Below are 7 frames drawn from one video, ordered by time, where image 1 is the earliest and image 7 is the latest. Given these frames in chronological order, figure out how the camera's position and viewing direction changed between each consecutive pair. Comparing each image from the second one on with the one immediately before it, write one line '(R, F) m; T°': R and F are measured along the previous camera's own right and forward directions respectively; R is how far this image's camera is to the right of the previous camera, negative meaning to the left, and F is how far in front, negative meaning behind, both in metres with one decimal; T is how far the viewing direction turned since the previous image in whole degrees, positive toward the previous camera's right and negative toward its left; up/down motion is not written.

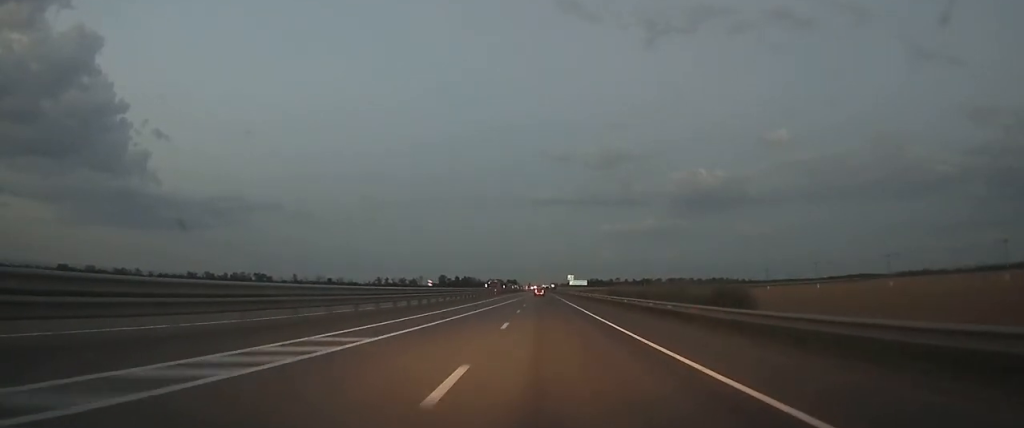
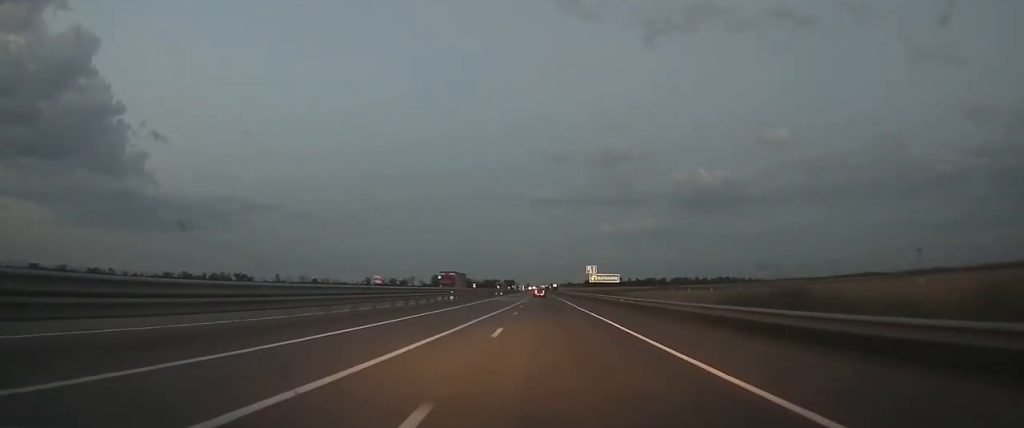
(+0.1, +50.8) m; 0°
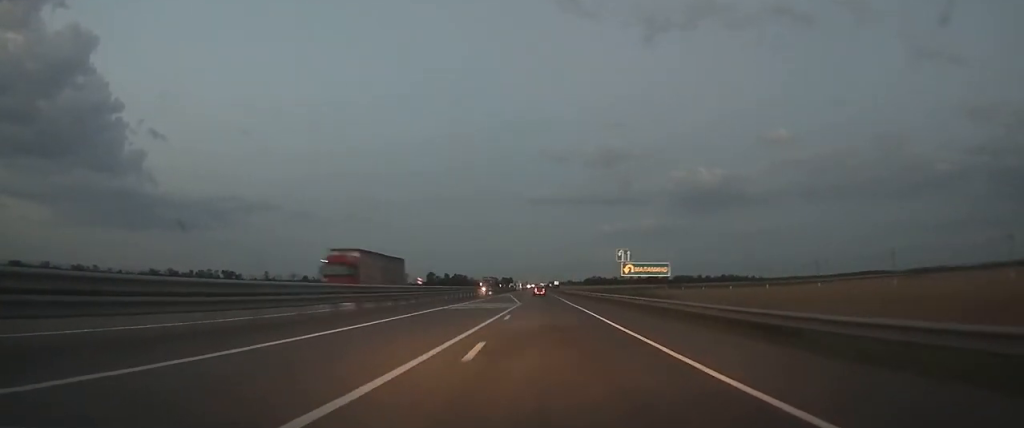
(0.0, +28.7) m; 0°
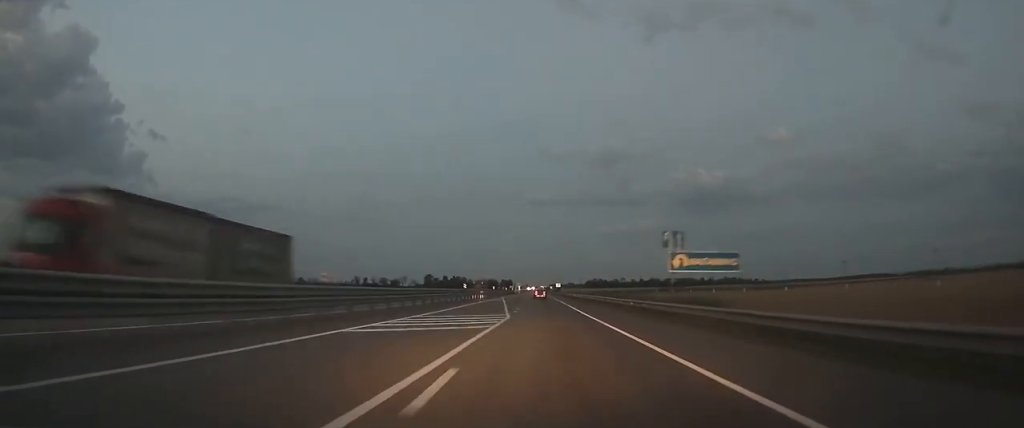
(0.0, +16.0) m; 0°
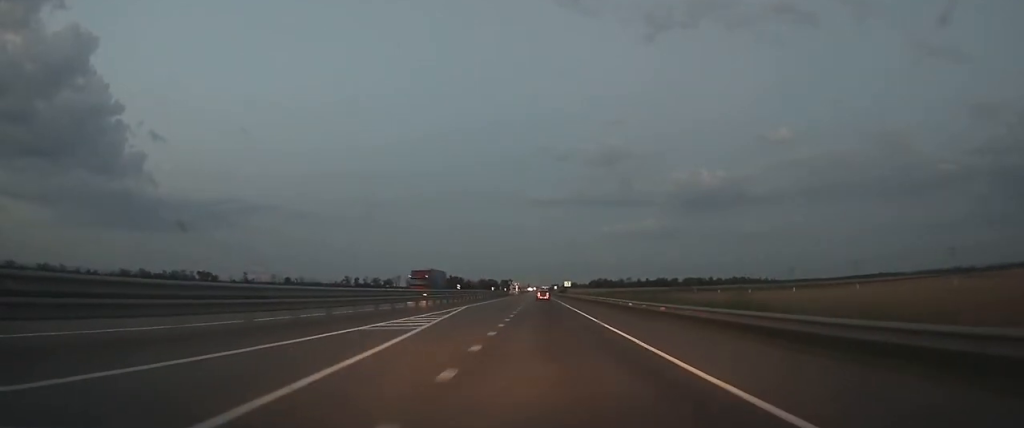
(+0.1, +44.2) m; 0°
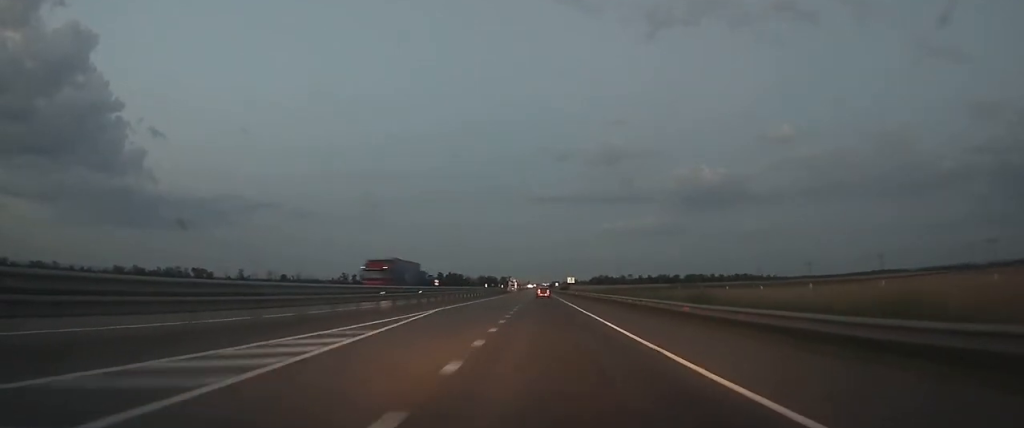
(0.0, +11.6) m; -1°
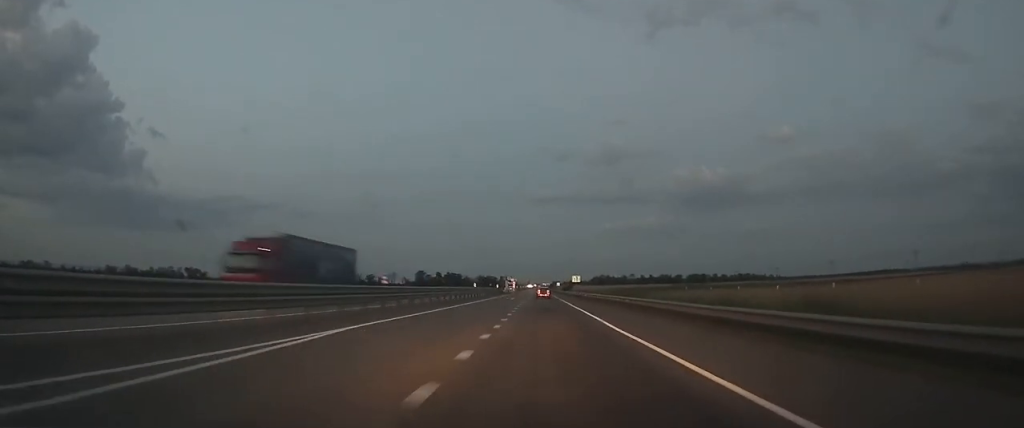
(+0.1, +14.1) m; -1°
